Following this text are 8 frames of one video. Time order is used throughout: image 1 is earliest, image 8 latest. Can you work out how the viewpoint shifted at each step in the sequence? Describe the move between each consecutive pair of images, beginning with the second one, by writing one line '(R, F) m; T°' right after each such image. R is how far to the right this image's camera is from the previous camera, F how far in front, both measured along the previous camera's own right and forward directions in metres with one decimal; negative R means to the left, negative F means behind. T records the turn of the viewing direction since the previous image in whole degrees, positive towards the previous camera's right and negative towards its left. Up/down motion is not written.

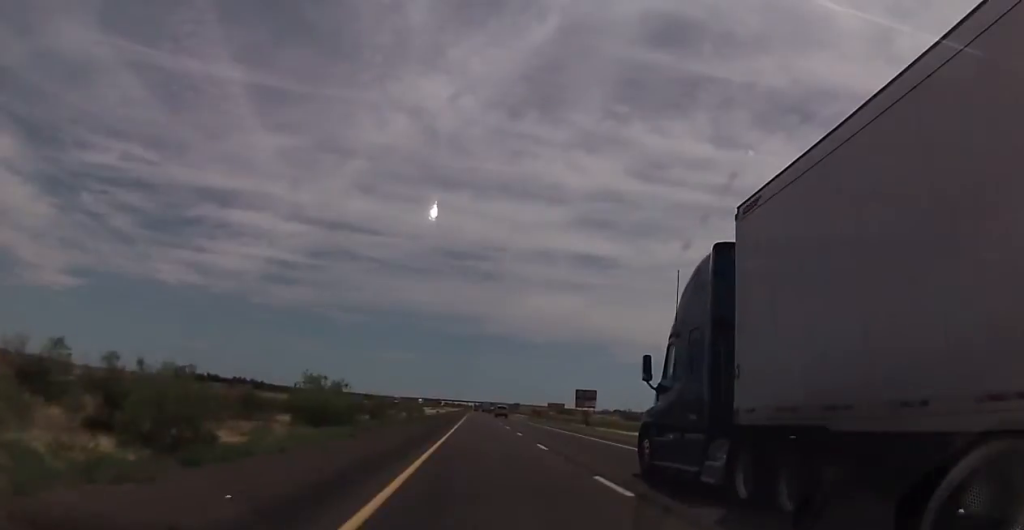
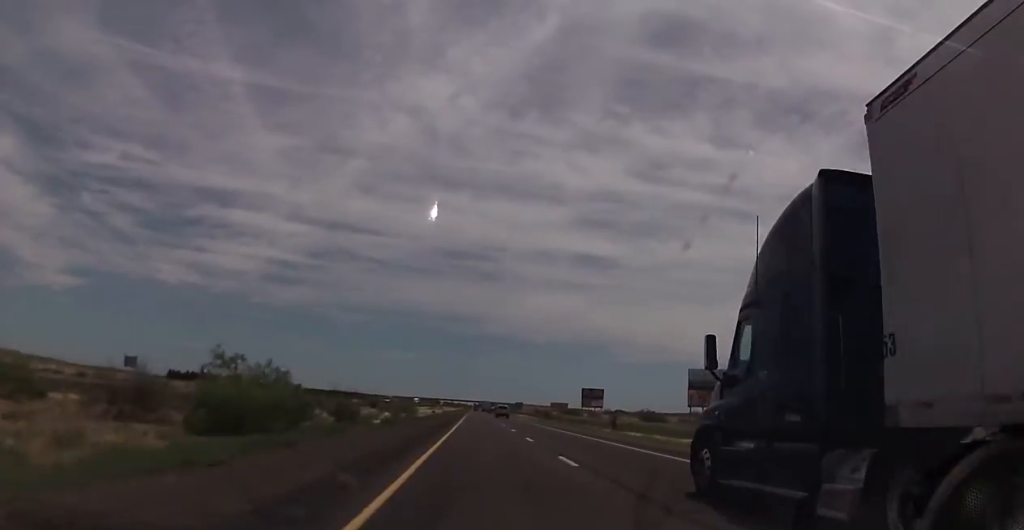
(-0.1, +18.5) m; 0°
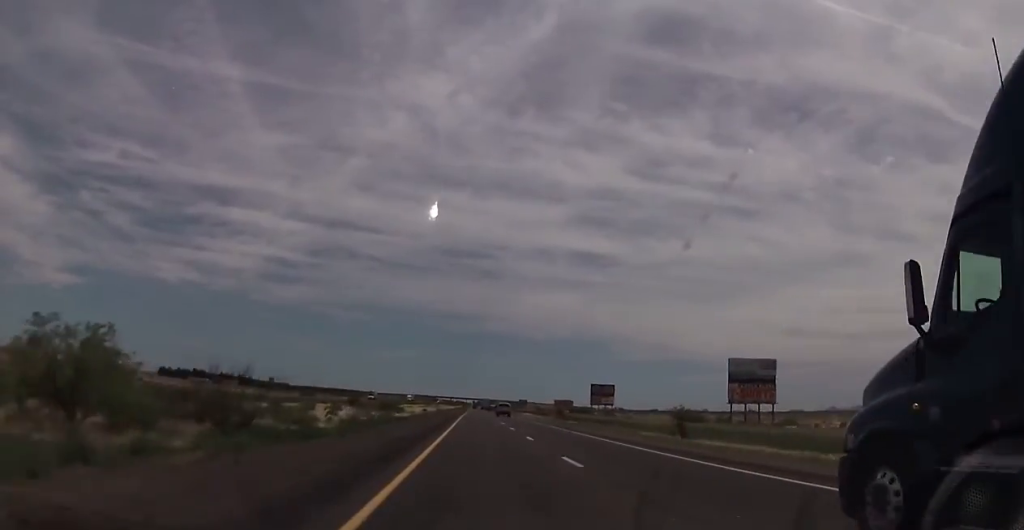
(-0.3, +25.1) m; 0°
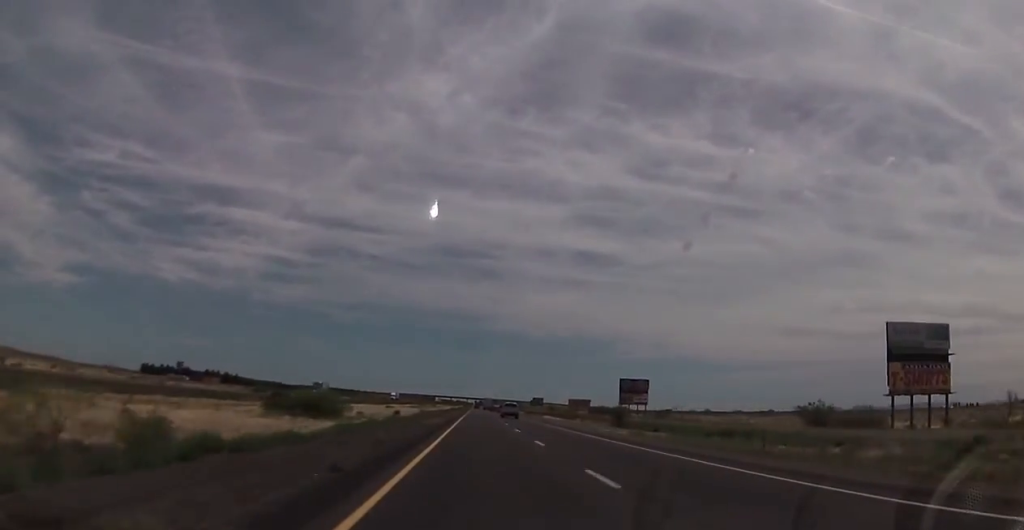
(+0.4, +52.5) m; 0°
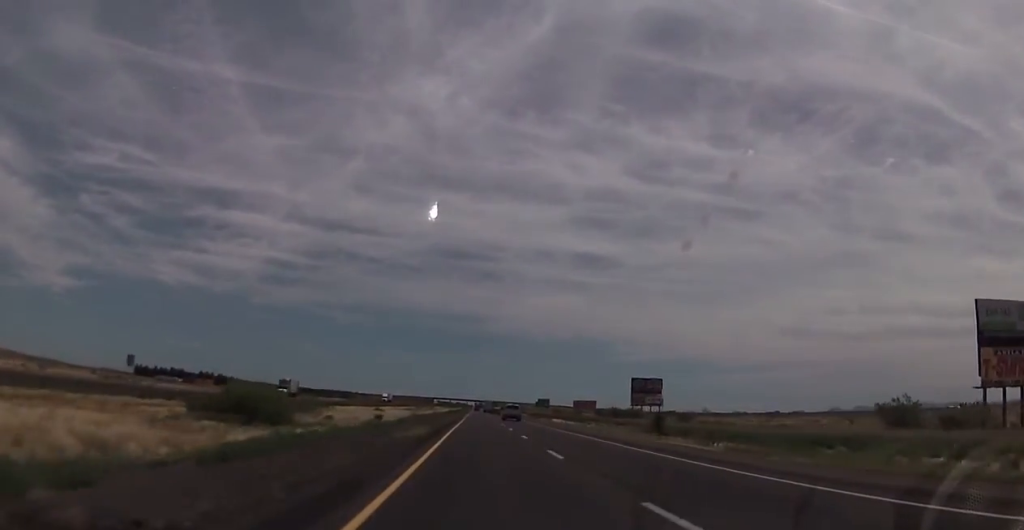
(-0.1, +17.0) m; 0°
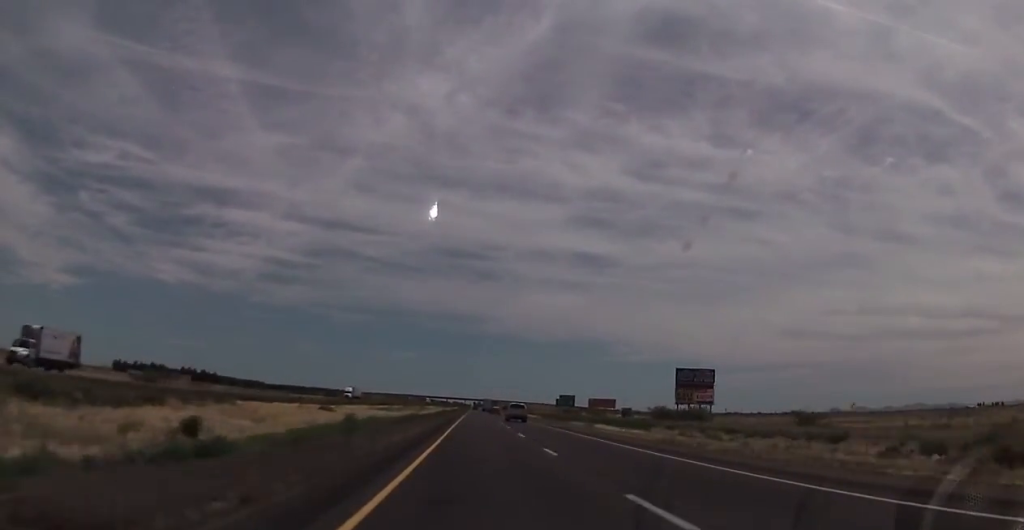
(-0.2, +48.5) m; +1°
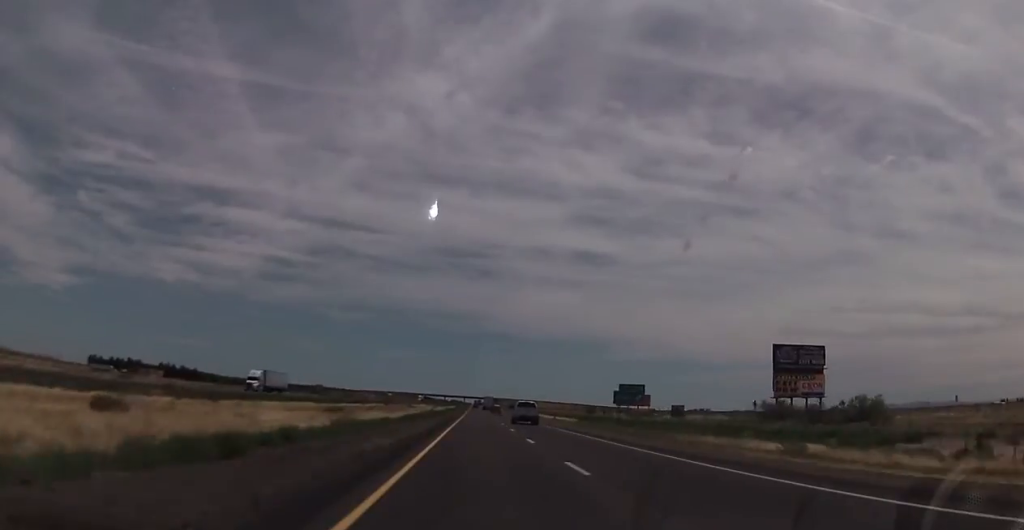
(+0.4, +54.4) m; 0°
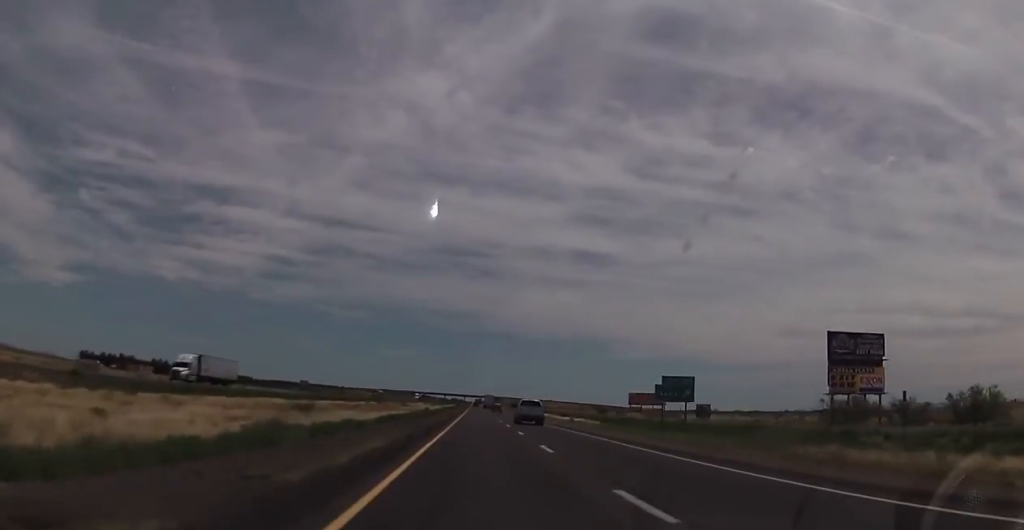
(-0.3, +18.0) m; 0°
